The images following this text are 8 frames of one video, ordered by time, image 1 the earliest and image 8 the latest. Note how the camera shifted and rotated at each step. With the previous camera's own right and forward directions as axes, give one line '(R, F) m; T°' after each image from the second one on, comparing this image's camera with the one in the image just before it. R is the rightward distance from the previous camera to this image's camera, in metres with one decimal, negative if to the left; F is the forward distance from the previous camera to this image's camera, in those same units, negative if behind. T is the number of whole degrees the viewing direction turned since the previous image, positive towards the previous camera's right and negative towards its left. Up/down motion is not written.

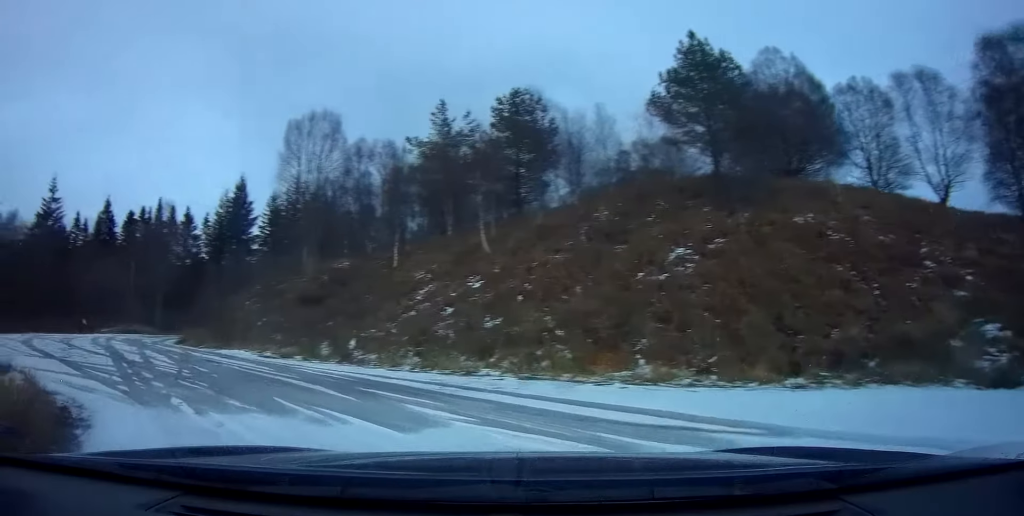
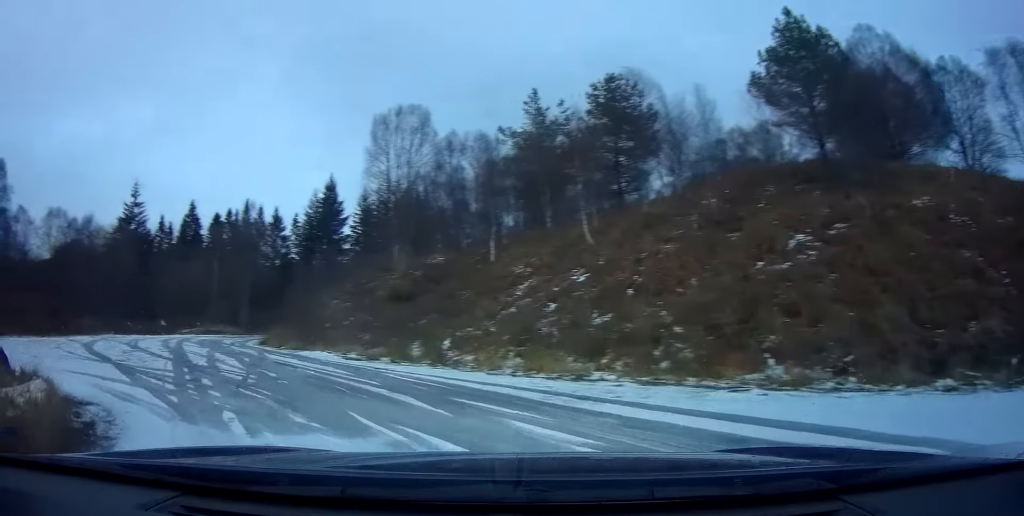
(+0.2, +1.4) m; -9°
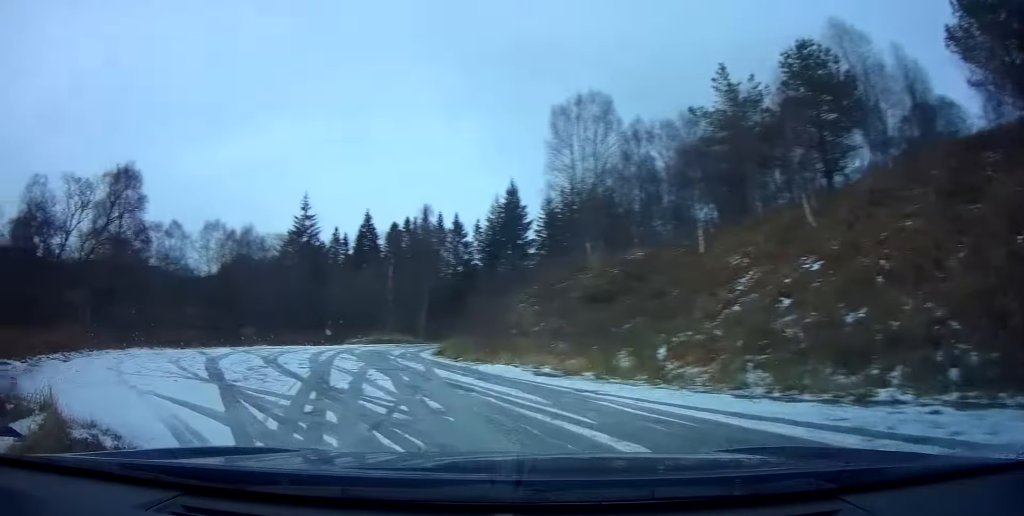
(-0.8, +3.1) m; -26°
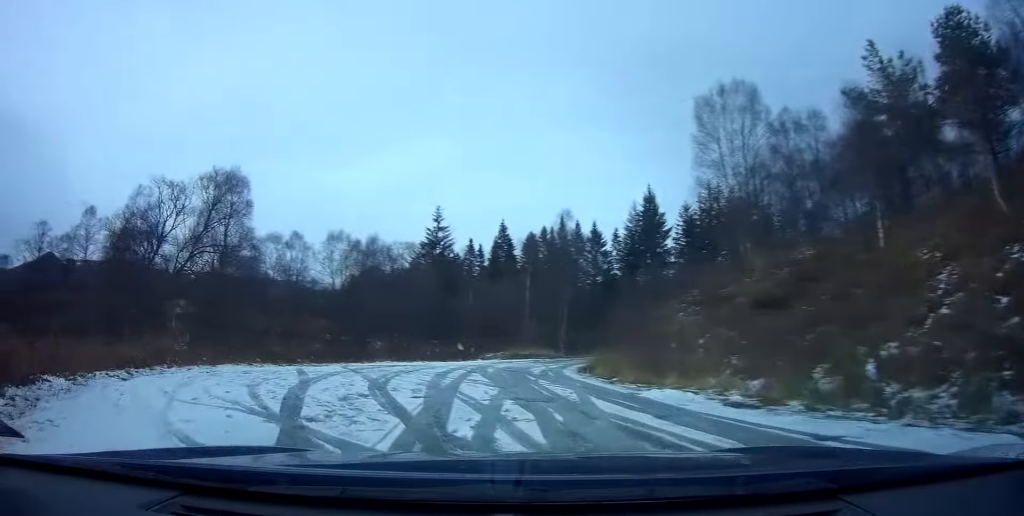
(-0.6, +3.2) m; -8°
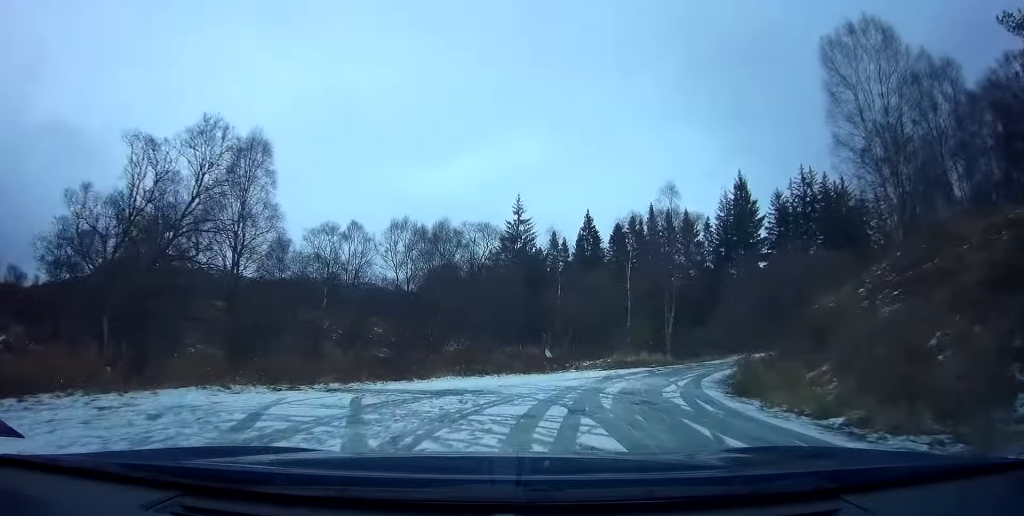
(+0.2, +7.3) m; +6°
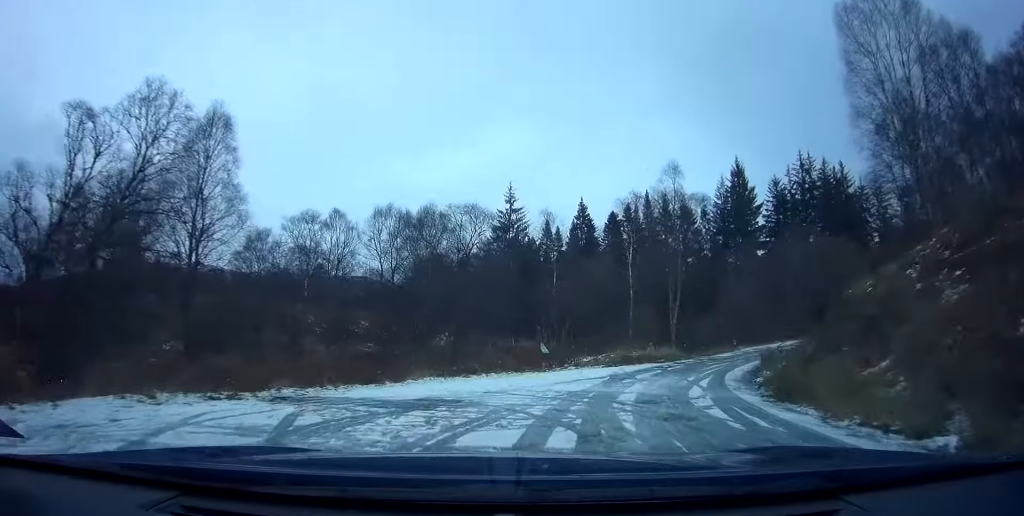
(+0.1, +2.6) m; +2°
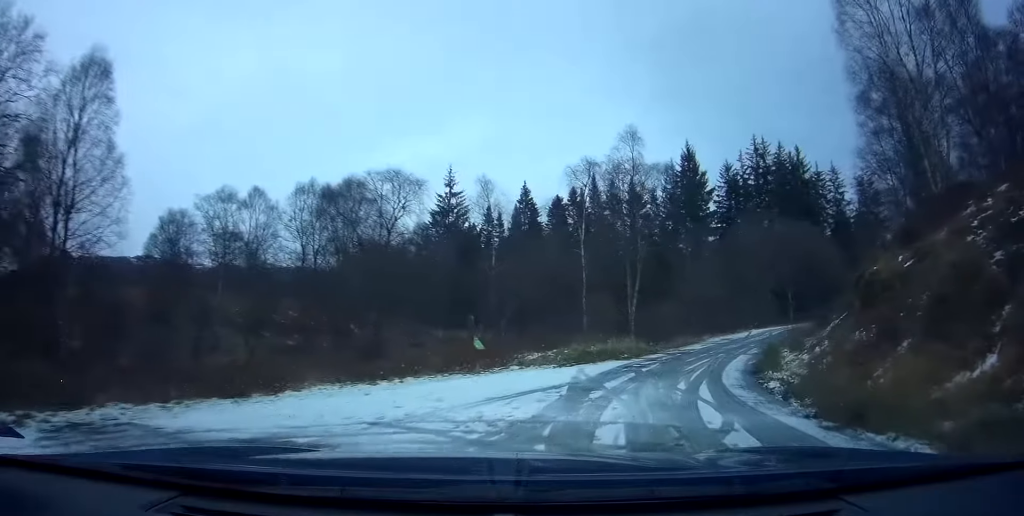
(-0.1, +4.6) m; +3°
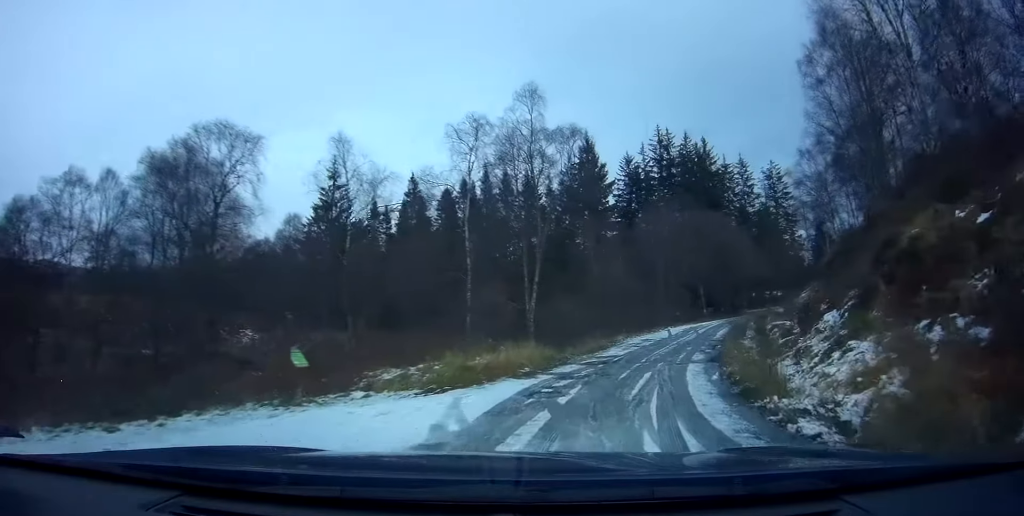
(+0.5, +6.2) m; +9°
